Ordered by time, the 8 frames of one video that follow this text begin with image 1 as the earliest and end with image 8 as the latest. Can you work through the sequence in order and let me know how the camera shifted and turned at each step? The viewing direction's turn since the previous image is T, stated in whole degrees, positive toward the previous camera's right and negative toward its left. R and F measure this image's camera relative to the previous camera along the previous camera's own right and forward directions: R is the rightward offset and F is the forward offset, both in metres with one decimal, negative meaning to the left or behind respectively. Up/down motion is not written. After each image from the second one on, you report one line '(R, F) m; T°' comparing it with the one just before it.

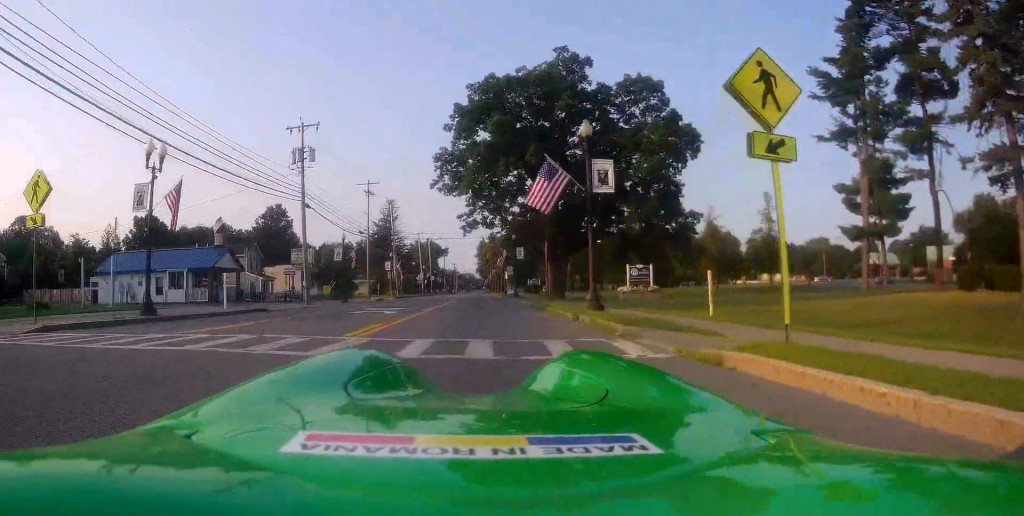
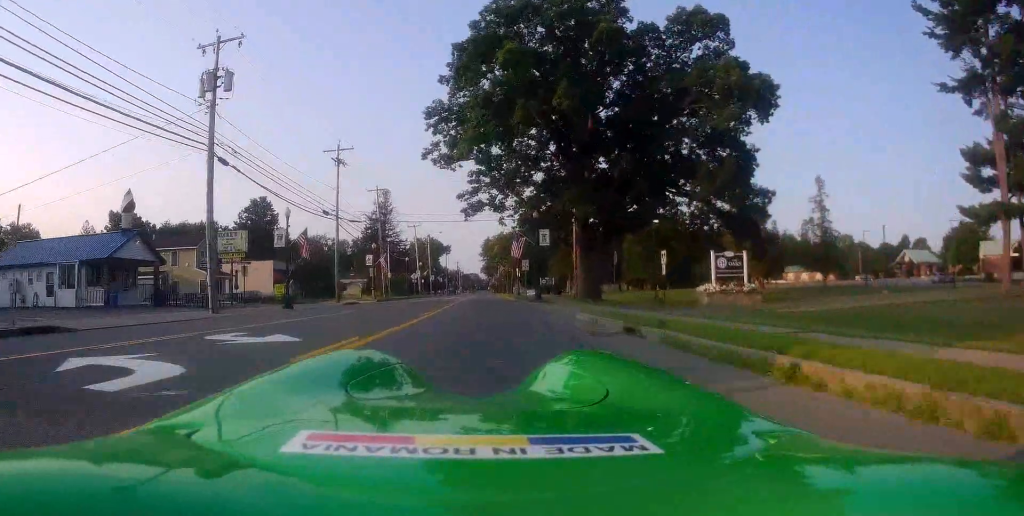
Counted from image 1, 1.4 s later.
(-0.2, +14.8) m; 0°
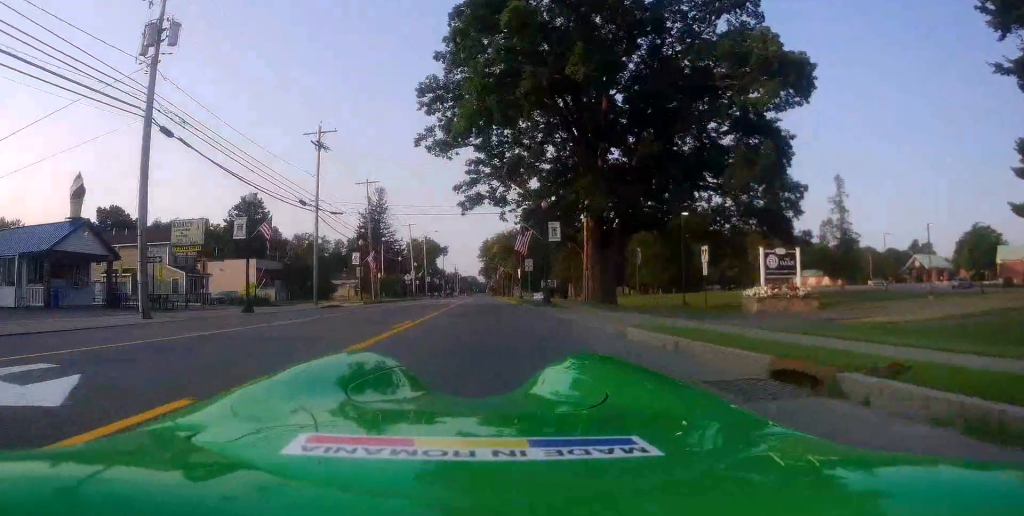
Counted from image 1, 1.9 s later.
(+0.2, +5.3) m; 0°
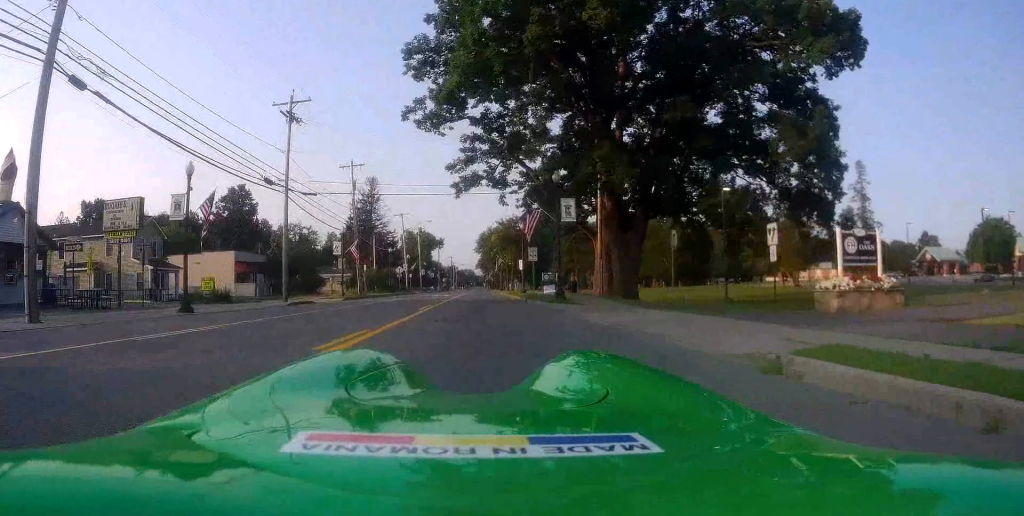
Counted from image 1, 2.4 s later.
(-0.1, +5.8) m; 0°
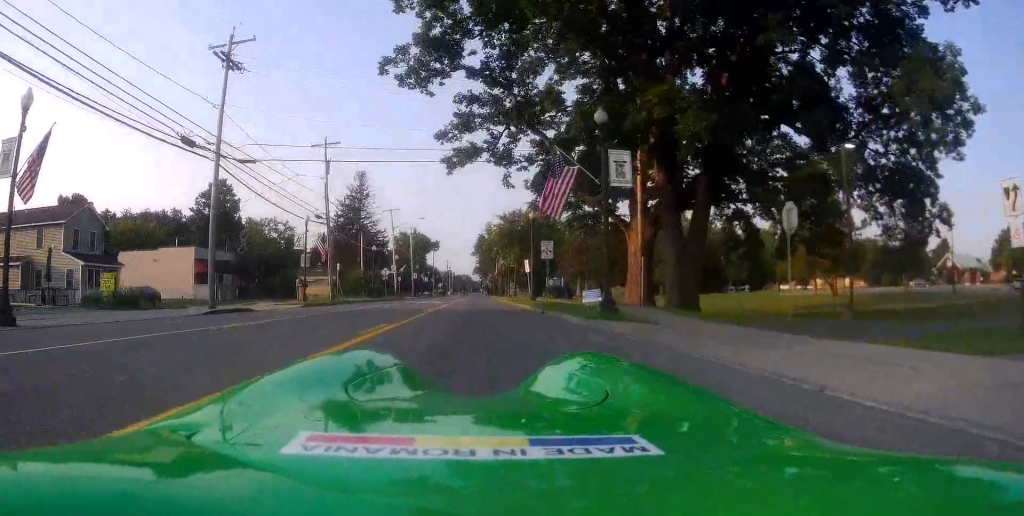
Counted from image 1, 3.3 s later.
(-0.1, +9.4) m; +1°
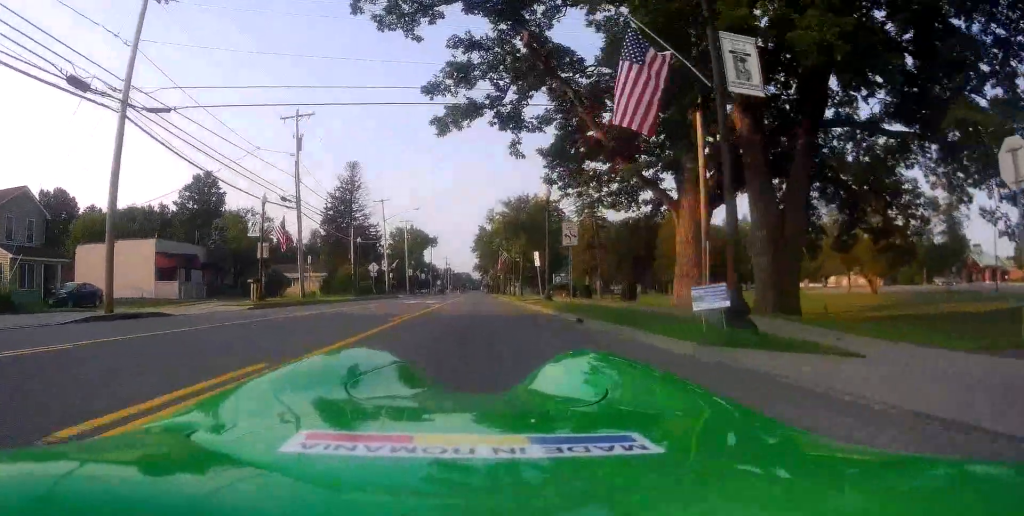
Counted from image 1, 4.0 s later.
(+0.2, +7.7) m; +1°
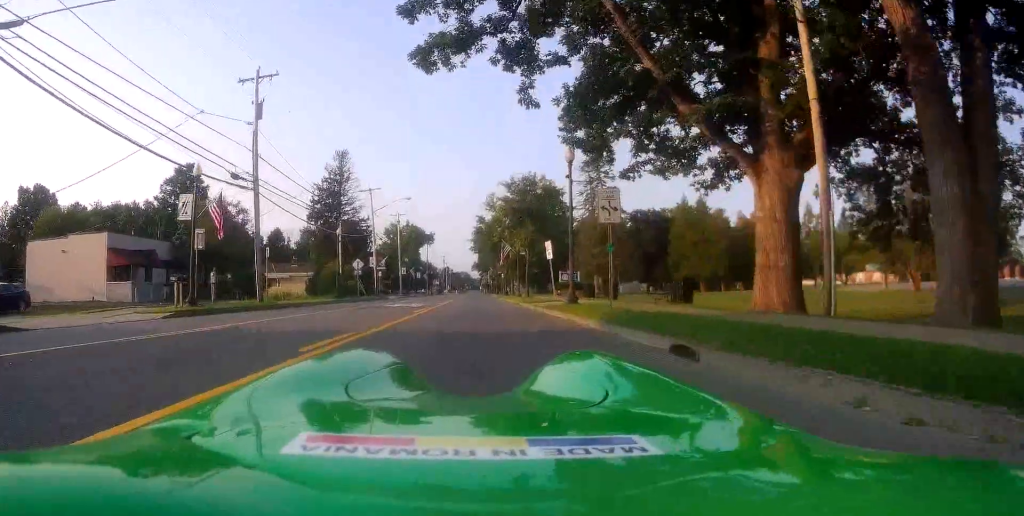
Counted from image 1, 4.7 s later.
(0.0, +7.1) m; -1°
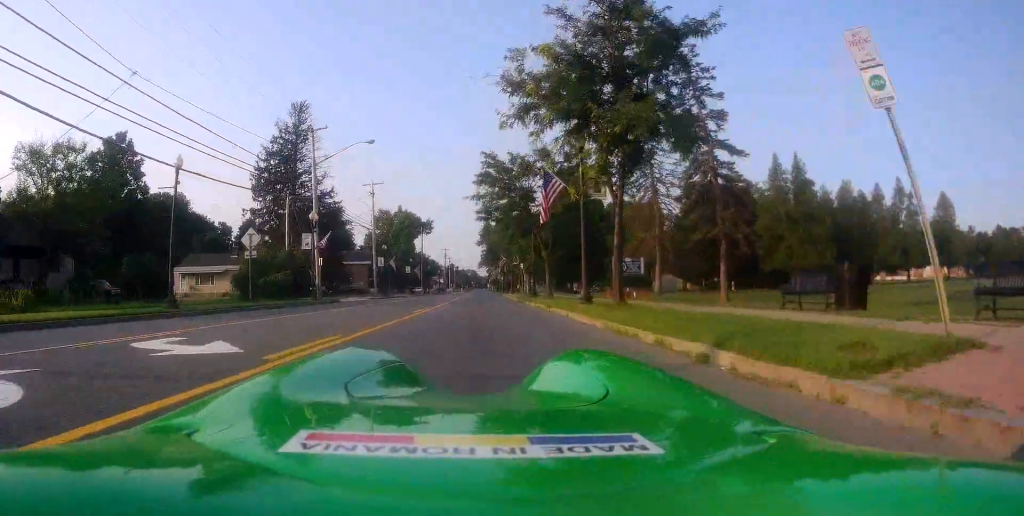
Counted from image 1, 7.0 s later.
(-0.2, +25.5) m; +1°
